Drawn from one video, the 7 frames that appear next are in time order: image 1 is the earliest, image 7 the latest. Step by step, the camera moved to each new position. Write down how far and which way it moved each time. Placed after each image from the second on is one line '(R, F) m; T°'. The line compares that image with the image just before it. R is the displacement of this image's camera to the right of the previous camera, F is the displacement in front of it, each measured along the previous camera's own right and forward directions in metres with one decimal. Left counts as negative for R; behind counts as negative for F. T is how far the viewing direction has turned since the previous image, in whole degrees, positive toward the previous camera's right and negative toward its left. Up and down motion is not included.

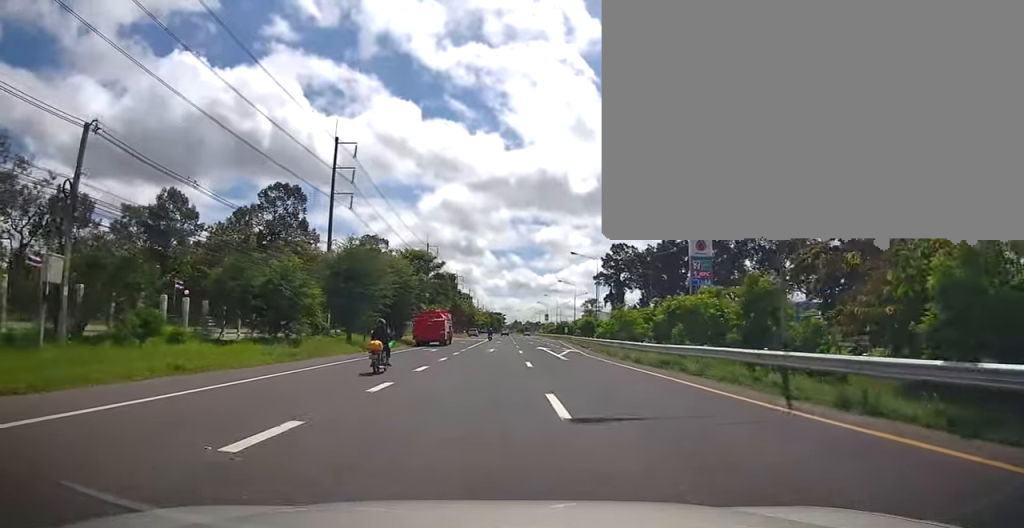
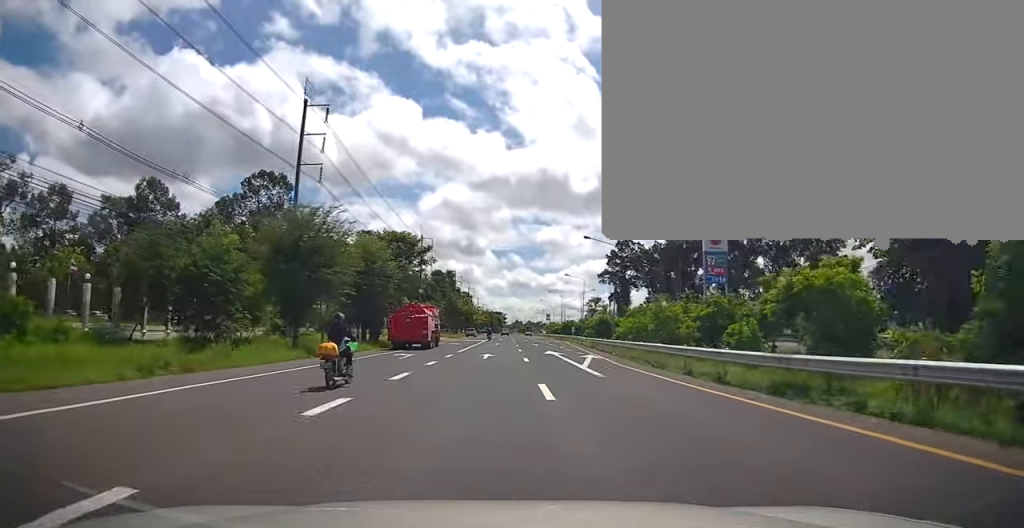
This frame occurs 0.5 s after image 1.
(+0.1, +9.6) m; 0°
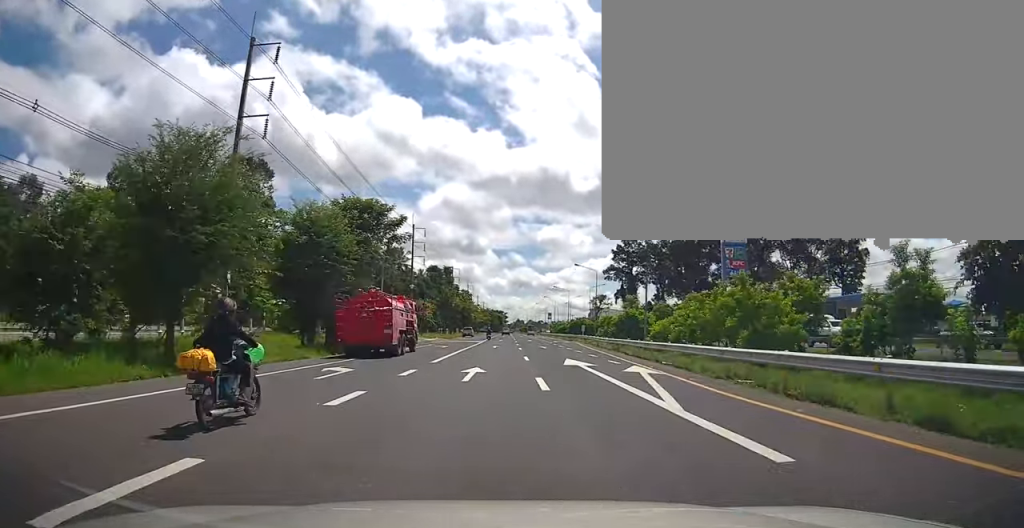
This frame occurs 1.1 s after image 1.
(0.0, +11.1) m; 0°
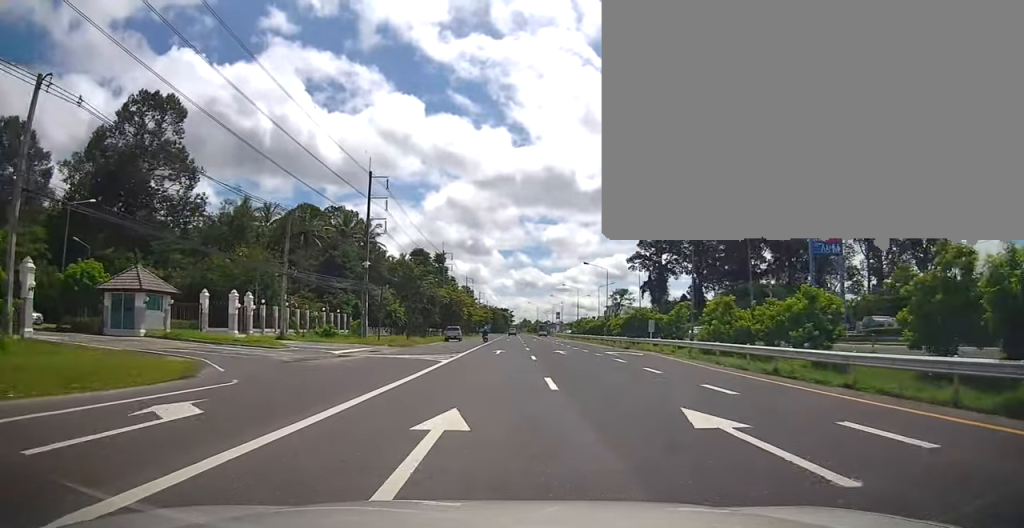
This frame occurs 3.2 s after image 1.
(-0.2, +35.8) m; -1°
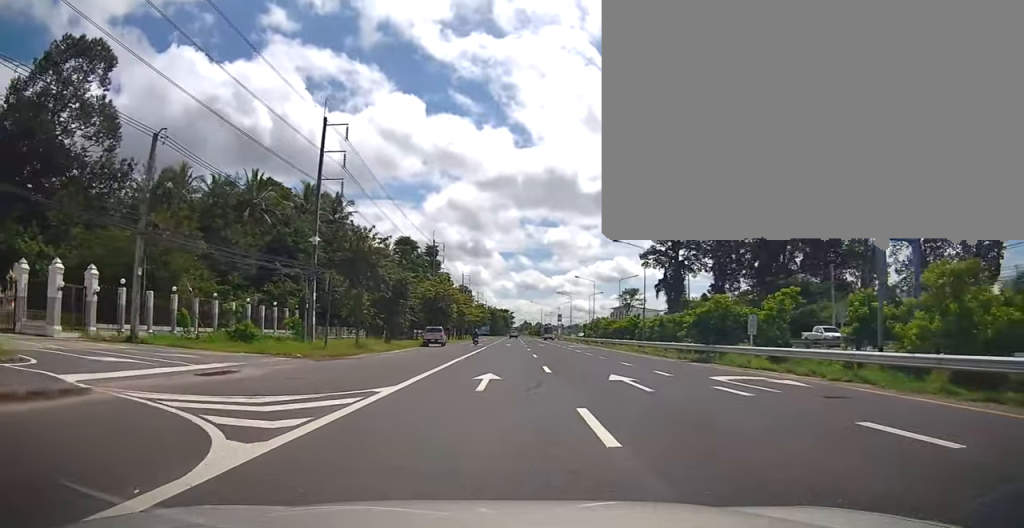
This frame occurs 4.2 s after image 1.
(-0.2, +18.2) m; 0°
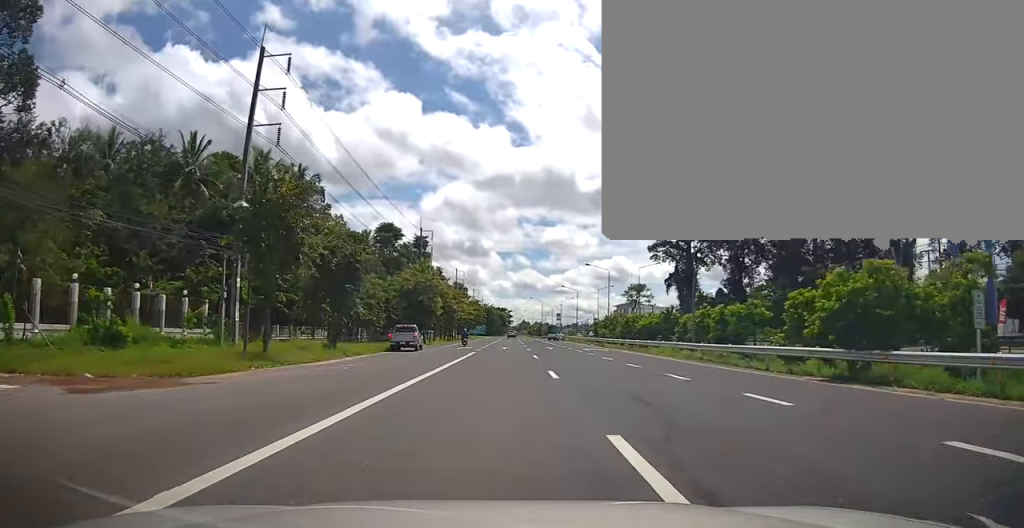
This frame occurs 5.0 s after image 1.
(+0.1, +13.4) m; +1°
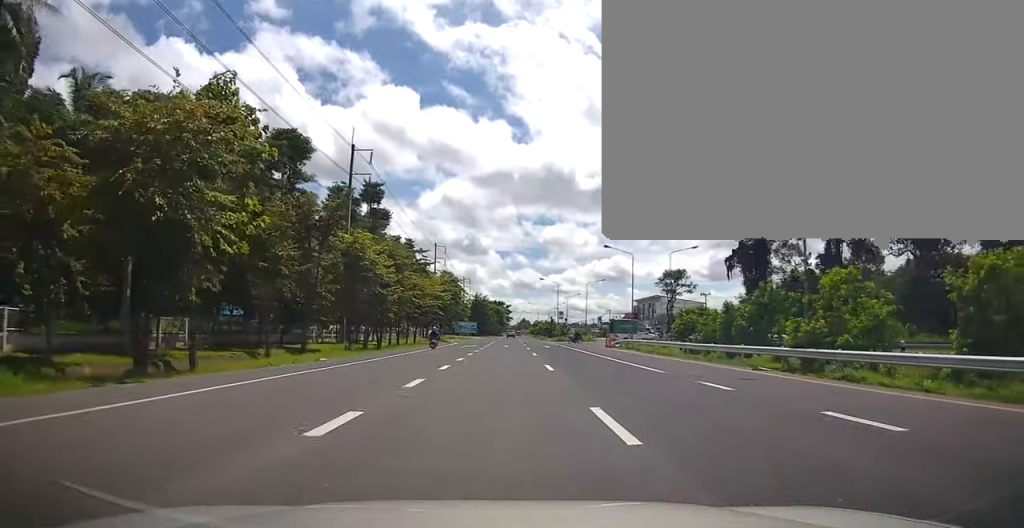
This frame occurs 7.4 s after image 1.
(-0.2, +45.0) m; -1°
